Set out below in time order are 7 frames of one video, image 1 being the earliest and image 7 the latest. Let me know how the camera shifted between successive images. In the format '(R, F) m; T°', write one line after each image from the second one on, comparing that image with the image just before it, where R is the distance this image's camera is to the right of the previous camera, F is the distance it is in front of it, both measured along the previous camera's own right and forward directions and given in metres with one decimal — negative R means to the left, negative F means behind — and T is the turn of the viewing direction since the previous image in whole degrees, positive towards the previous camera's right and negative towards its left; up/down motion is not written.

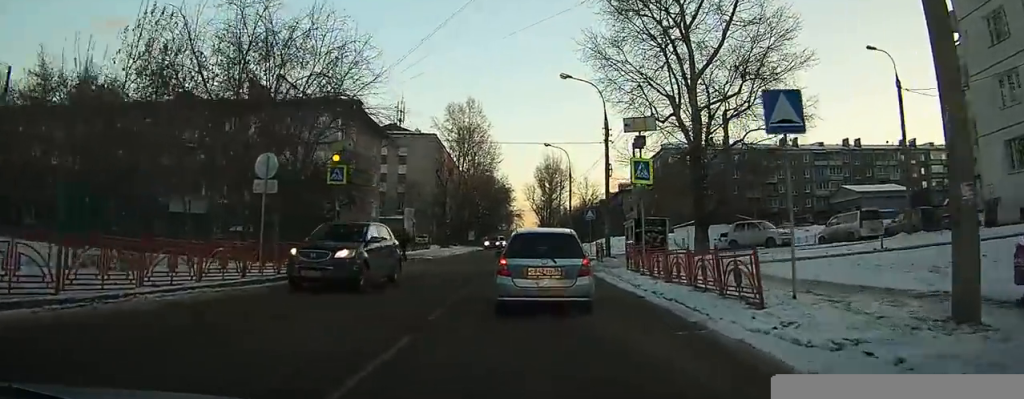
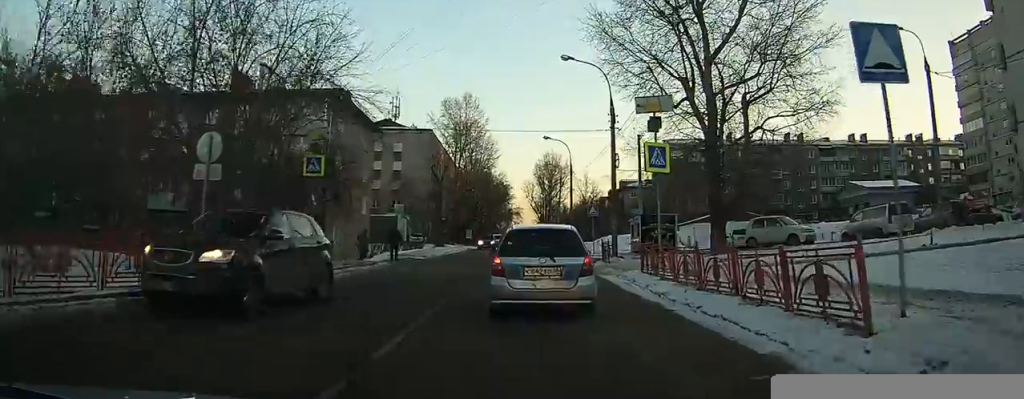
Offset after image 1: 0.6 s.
(0.0, +2.0) m; 0°
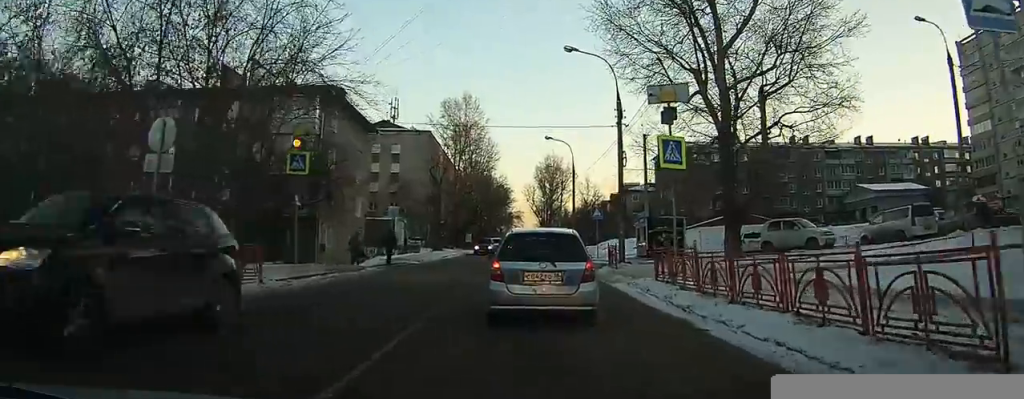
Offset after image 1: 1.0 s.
(0.0, +1.5) m; 0°
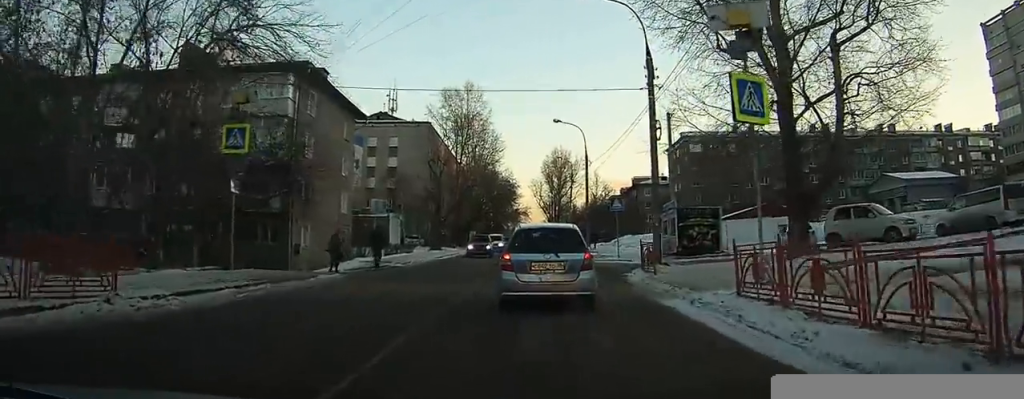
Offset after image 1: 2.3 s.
(+0.1, +5.5) m; +2°
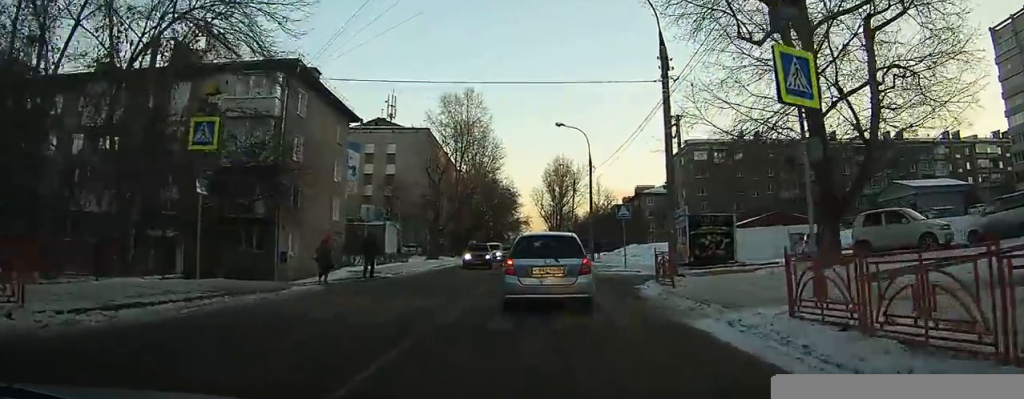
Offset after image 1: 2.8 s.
(0.0, +2.0) m; 0°
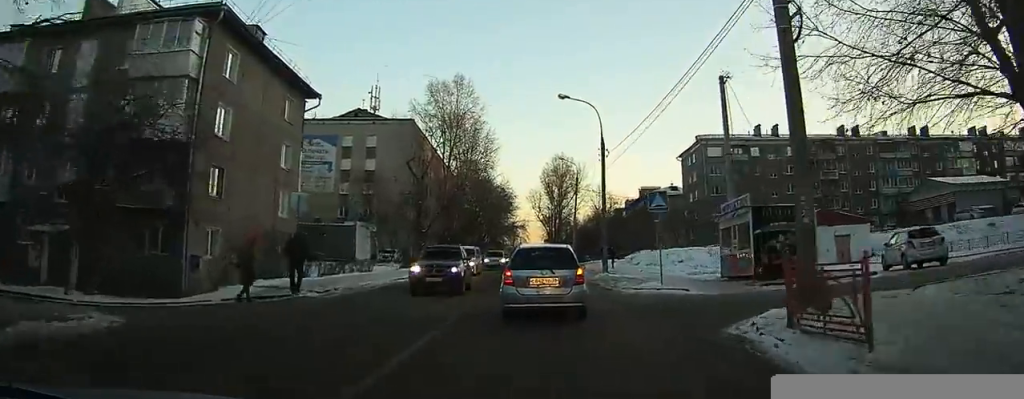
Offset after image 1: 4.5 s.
(0.0, +7.8) m; 0°
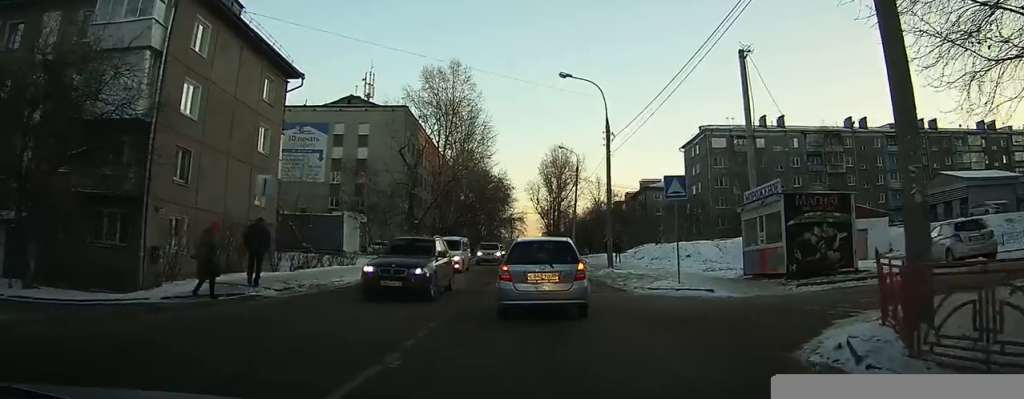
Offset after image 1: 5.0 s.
(0.0, +2.2) m; -1°
